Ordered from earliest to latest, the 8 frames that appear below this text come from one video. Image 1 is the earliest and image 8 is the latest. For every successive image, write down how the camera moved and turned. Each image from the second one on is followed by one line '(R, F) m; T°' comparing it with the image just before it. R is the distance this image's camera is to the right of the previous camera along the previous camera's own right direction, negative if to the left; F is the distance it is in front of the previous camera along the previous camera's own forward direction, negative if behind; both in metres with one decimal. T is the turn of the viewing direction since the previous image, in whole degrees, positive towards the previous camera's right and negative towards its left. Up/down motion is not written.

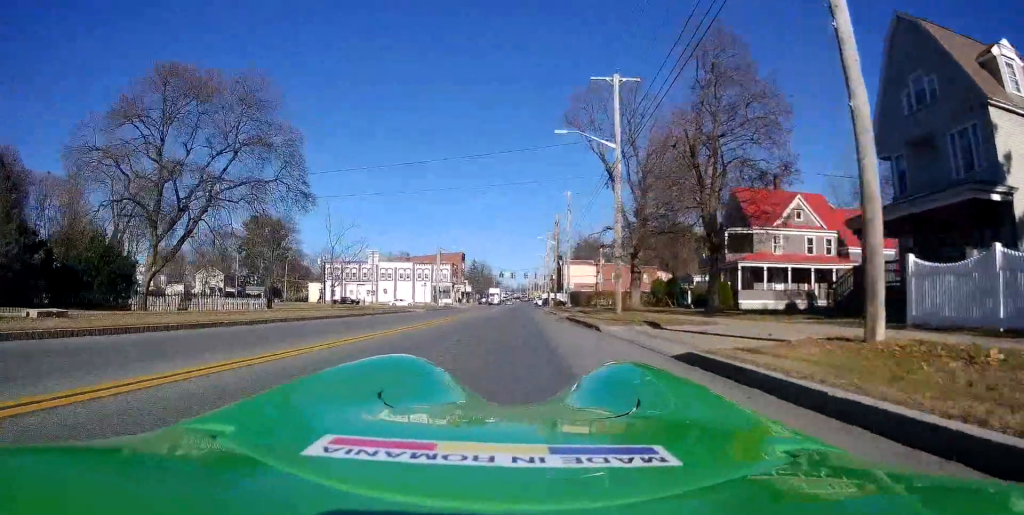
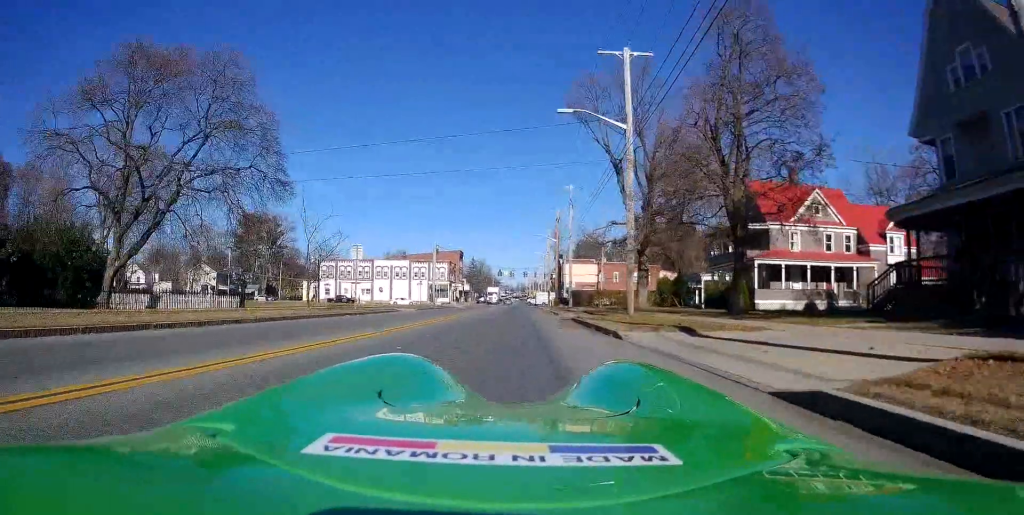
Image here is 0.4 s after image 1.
(0.0, +3.5) m; 0°
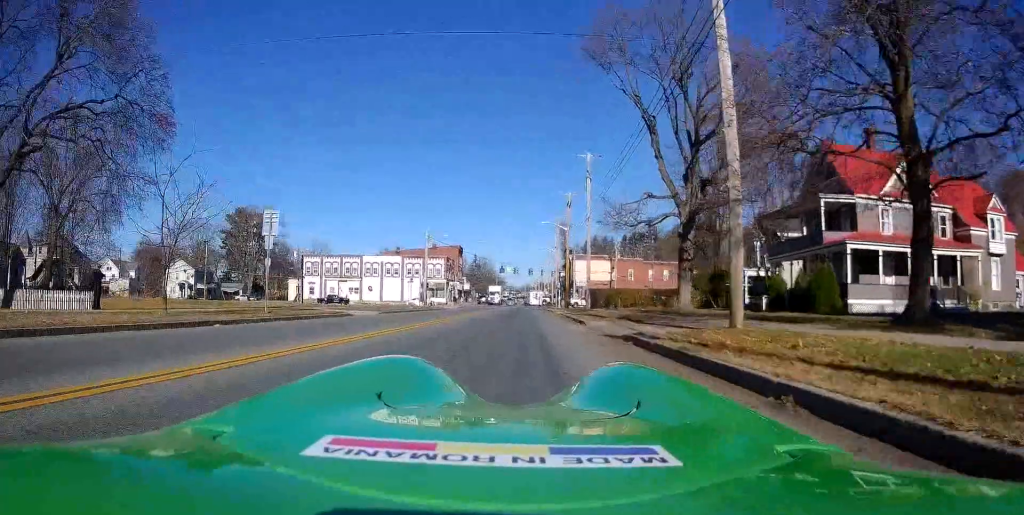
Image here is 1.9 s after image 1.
(0.0, +11.8) m; +2°
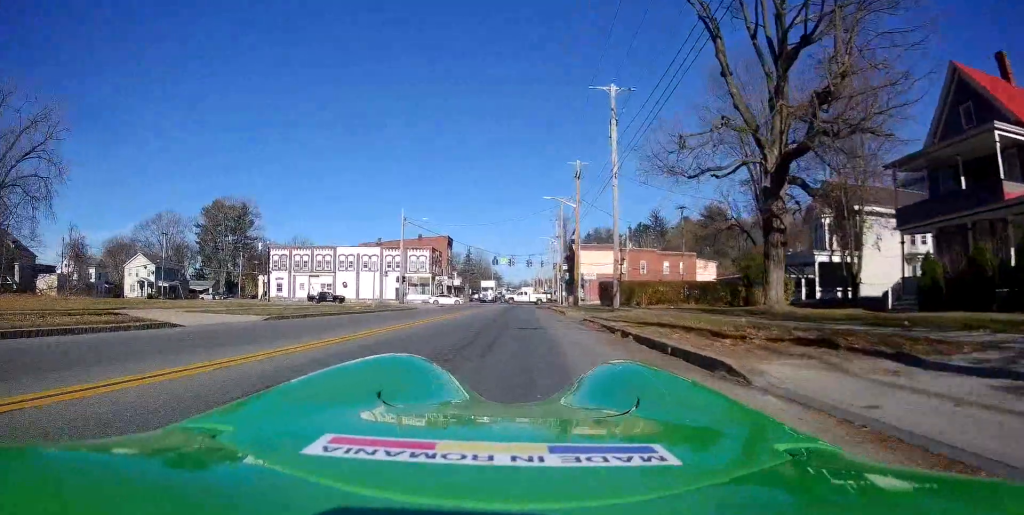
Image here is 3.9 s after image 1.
(0.0, +13.7) m; -2°
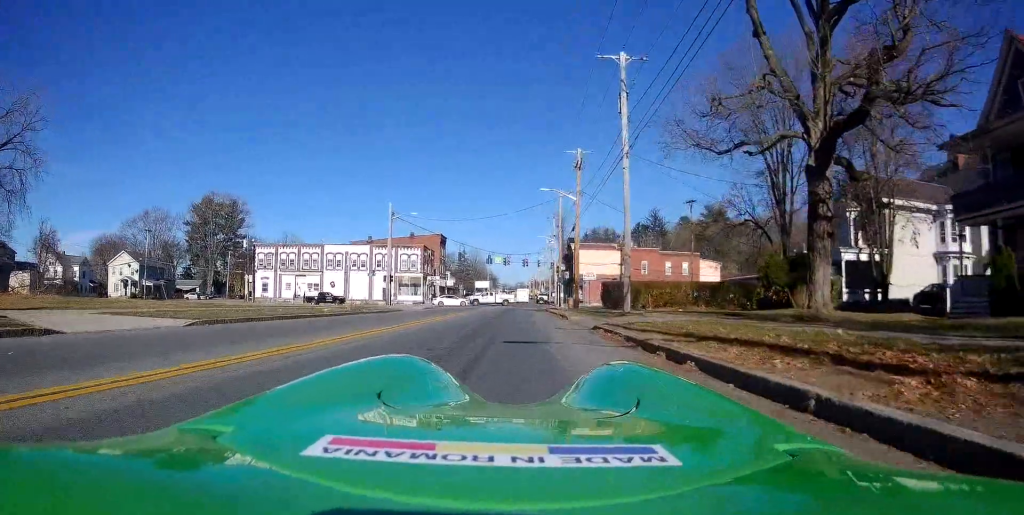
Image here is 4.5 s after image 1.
(-0.1, +4.0) m; +1°
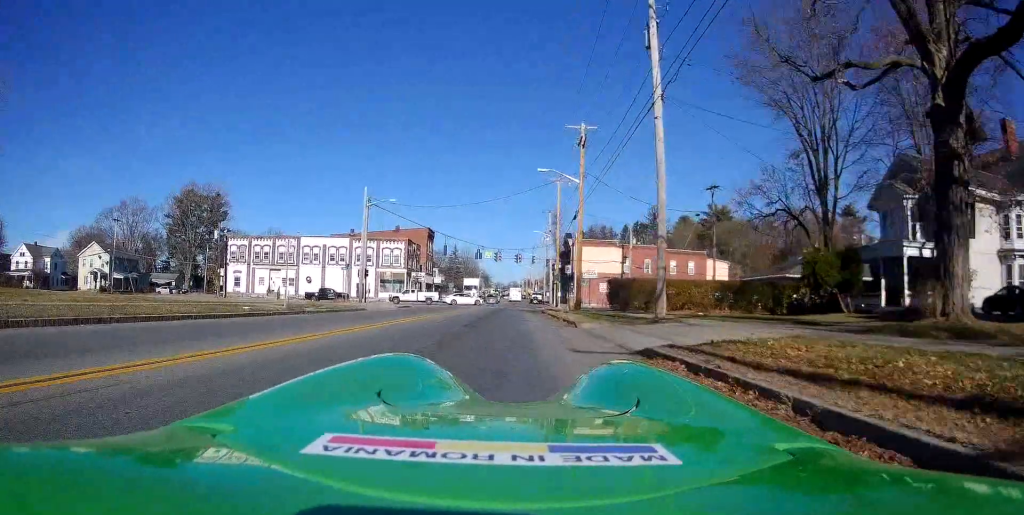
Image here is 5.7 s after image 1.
(+0.4, +7.1) m; +3°
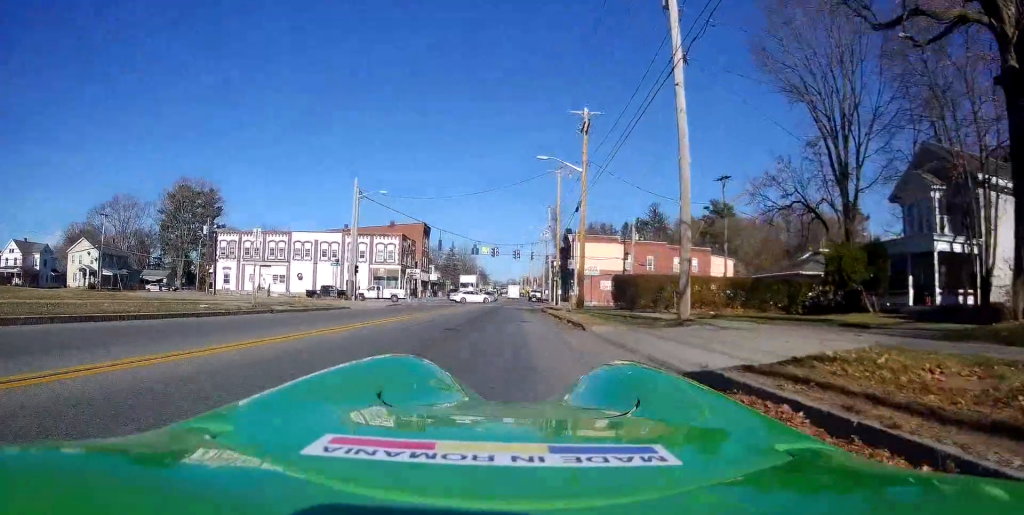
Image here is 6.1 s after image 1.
(-0.1, +2.9) m; -1°
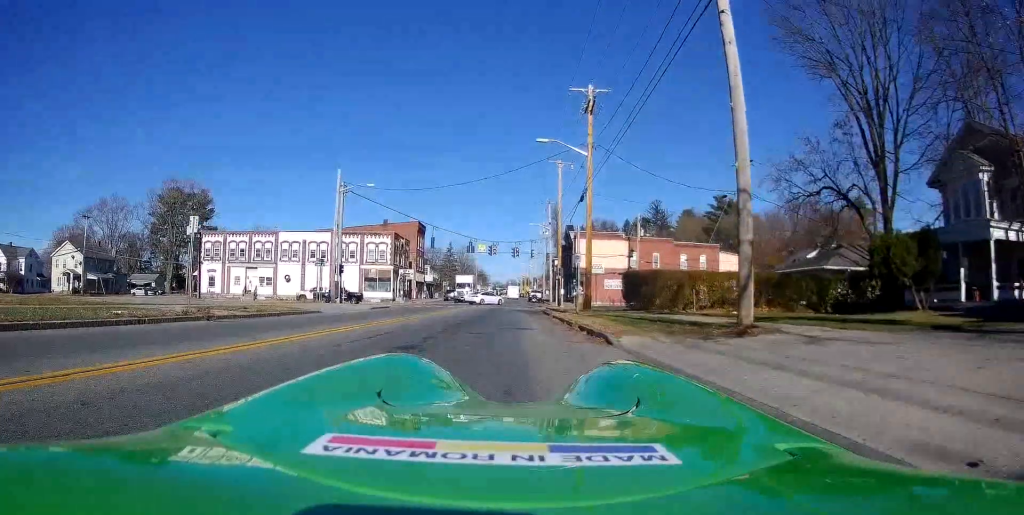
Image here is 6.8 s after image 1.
(0.0, +4.3) m; 0°
